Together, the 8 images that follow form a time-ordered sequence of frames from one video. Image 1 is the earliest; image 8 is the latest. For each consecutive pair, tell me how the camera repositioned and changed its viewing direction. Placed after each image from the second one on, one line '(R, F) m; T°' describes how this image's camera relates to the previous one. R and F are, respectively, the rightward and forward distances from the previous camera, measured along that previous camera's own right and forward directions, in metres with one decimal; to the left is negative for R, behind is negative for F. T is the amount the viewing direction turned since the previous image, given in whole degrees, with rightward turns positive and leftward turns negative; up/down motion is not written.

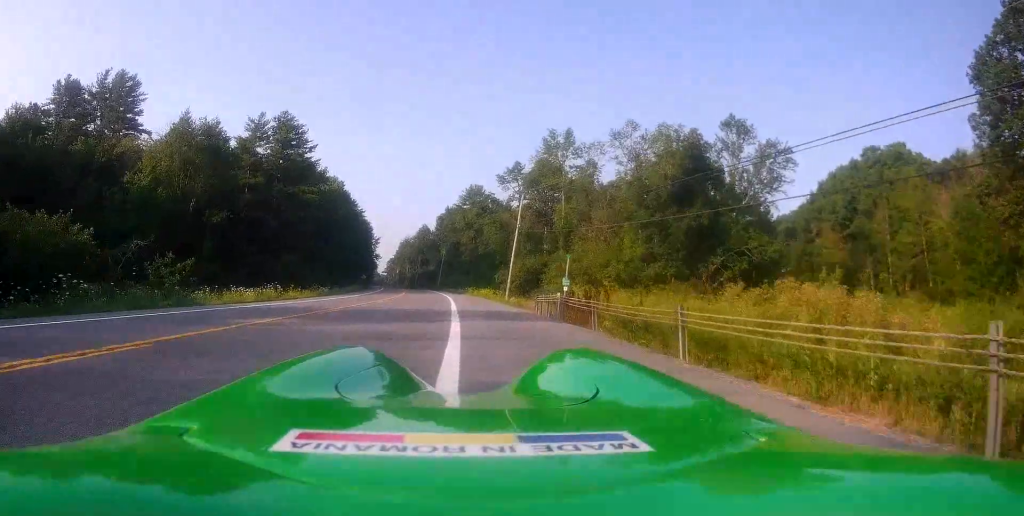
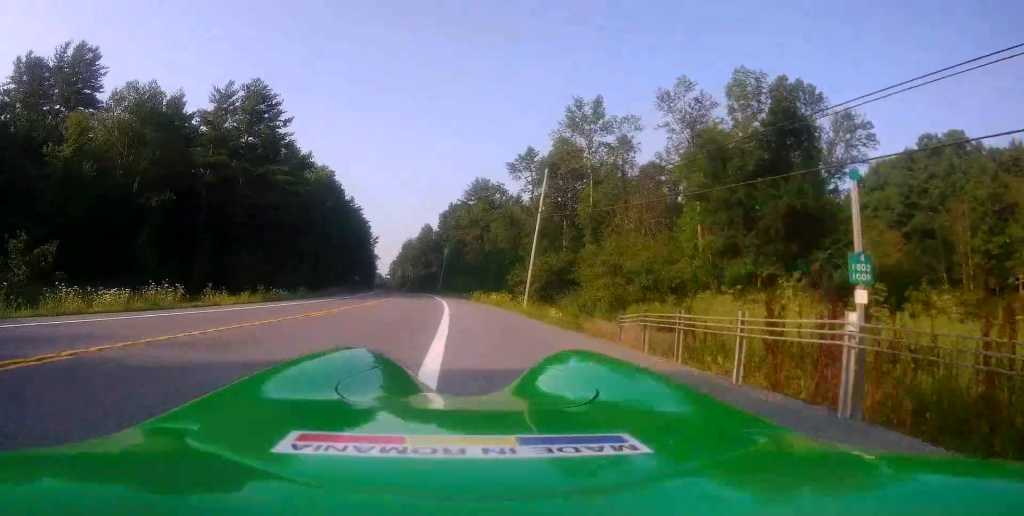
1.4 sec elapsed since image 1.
(-0.5, +13.5) m; -3°
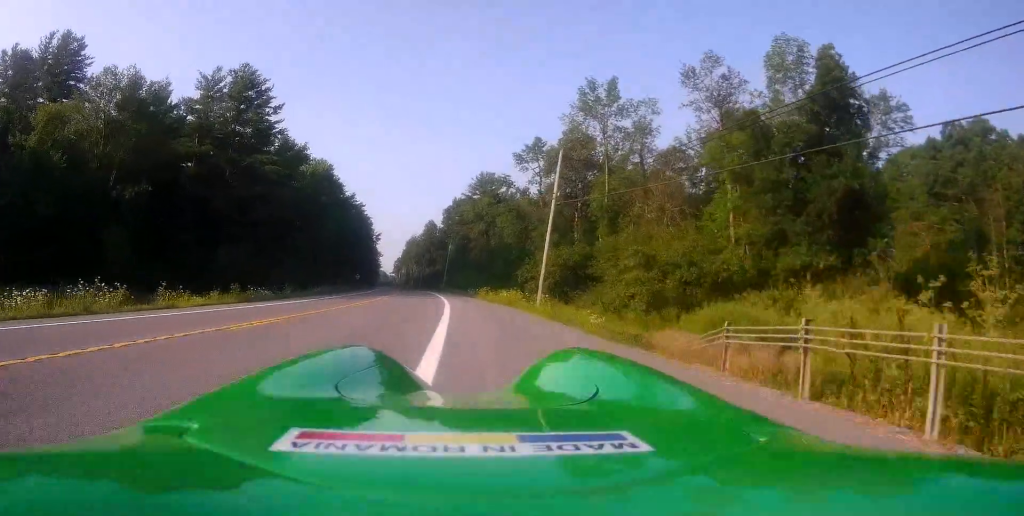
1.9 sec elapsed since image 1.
(0.0, +4.7) m; 0°
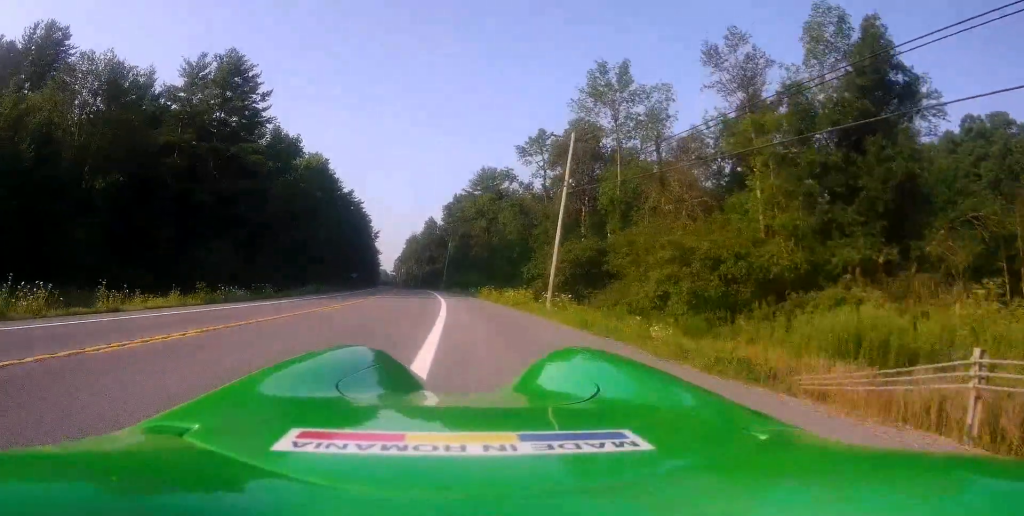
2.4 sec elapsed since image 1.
(+0.1, +4.2) m; +1°
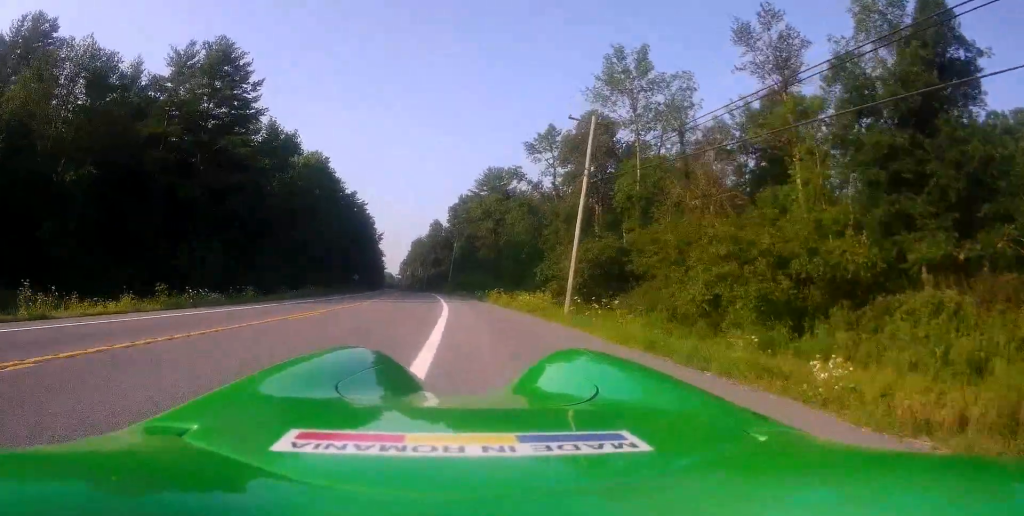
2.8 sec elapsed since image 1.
(0.0, +3.9) m; +1°
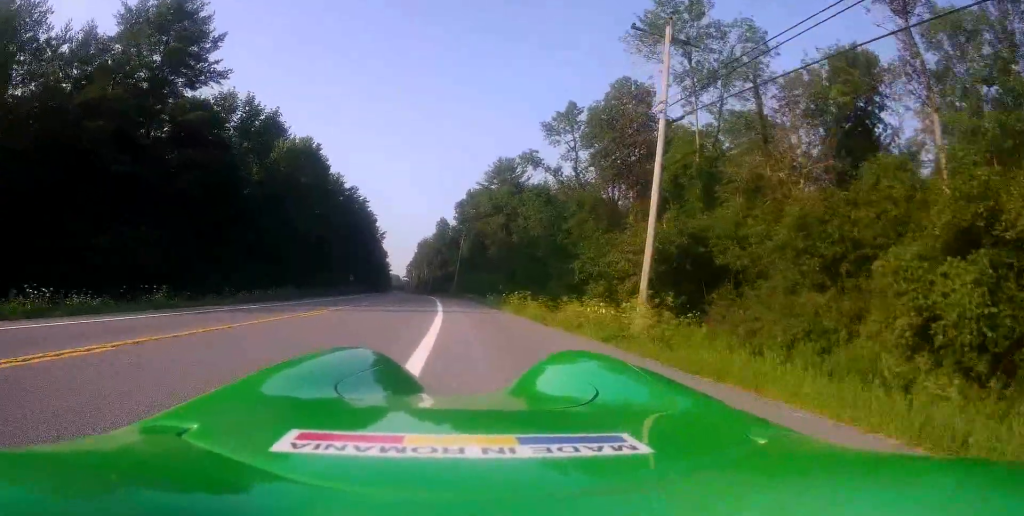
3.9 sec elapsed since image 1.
(0.0, +10.5) m; -1°
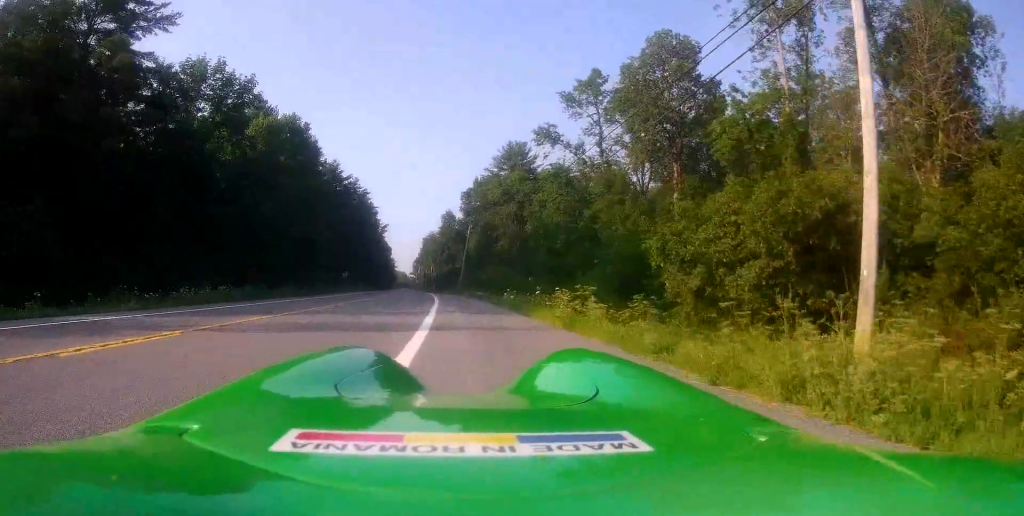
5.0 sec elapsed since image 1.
(-0.2, +10.2) m; -3°
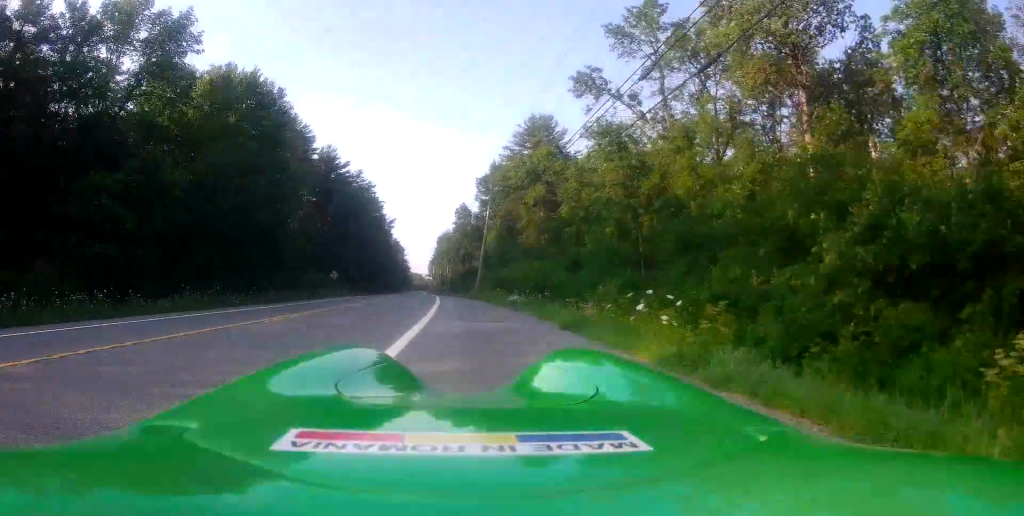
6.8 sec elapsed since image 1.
(-0.3, +16.4) m; +1°
